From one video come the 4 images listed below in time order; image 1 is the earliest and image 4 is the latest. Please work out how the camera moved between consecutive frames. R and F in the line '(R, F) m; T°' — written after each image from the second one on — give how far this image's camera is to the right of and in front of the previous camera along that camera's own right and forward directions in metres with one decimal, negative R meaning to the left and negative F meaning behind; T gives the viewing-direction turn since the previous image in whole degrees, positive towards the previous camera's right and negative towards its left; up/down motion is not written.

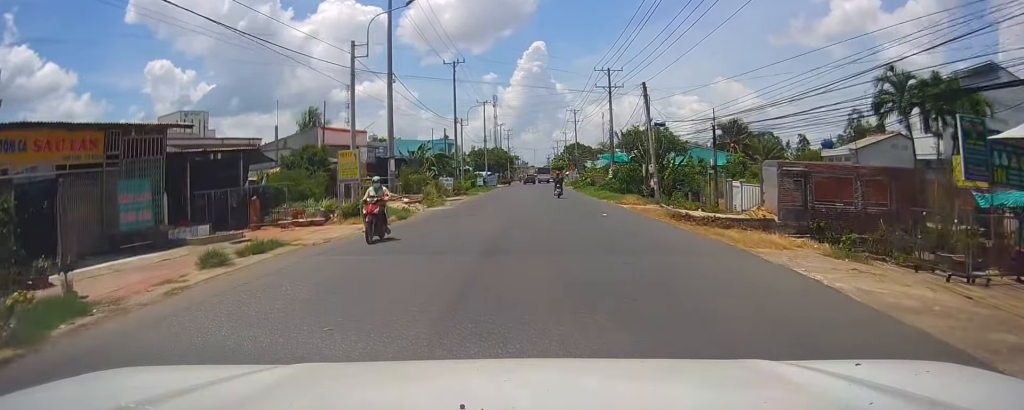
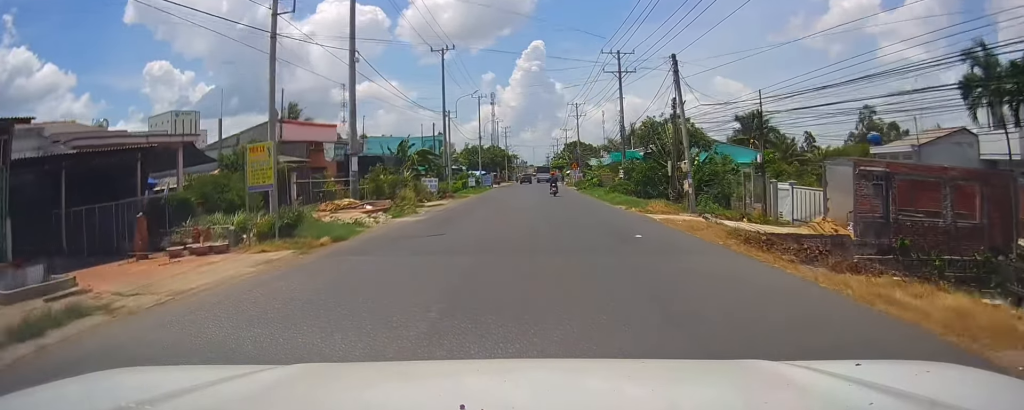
(0.0, +8.0) m; 0°
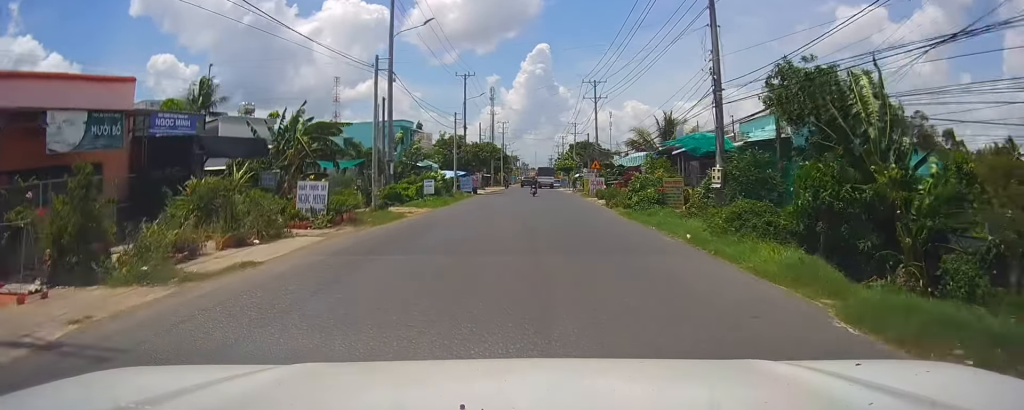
(-0.5, +26.0) m; -1°
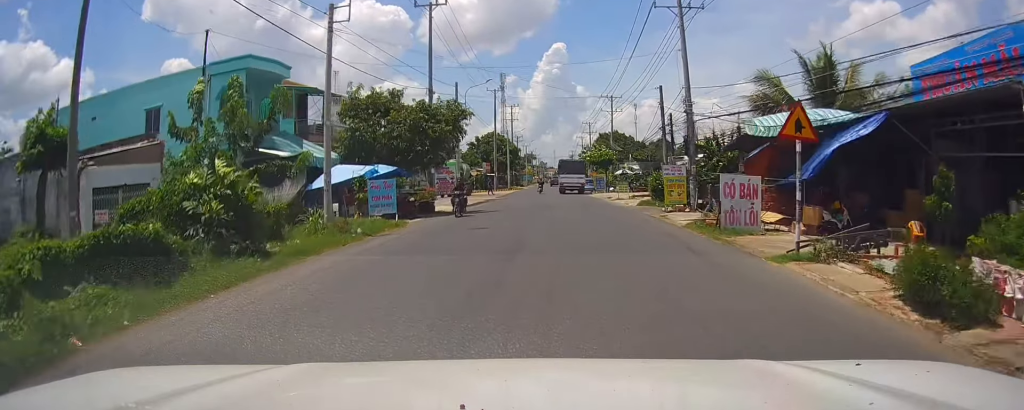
(-0.6, +36.8) m; -3°
